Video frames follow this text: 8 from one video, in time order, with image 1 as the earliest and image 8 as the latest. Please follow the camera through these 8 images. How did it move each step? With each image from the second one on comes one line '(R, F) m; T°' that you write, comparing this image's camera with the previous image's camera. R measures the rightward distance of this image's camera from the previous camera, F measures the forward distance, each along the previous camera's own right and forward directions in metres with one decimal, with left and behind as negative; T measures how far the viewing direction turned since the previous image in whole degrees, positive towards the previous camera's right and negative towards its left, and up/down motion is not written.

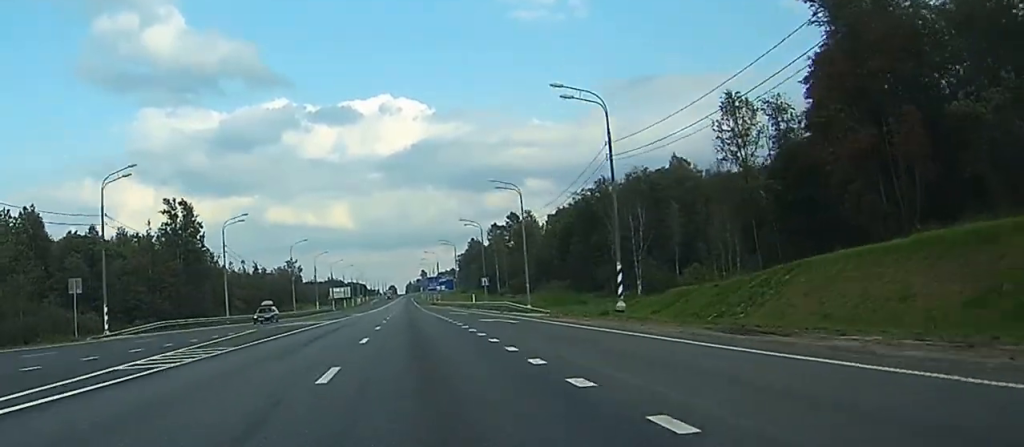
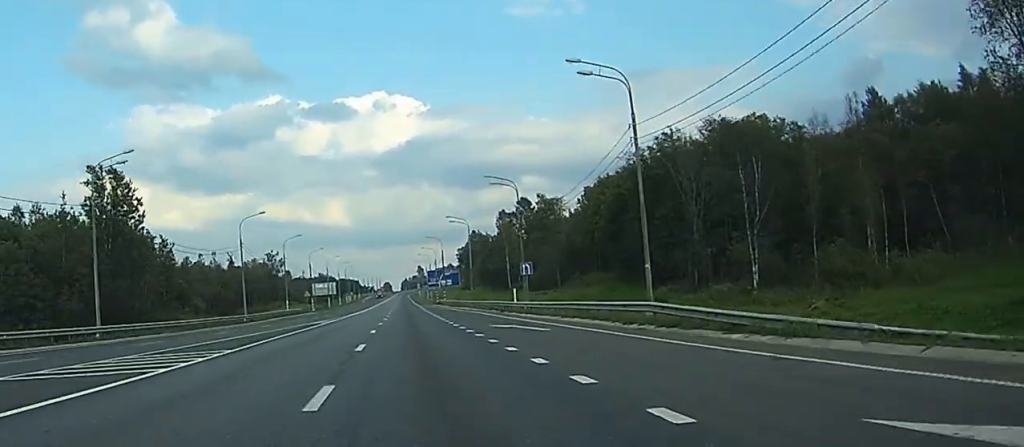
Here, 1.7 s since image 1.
(-2.7, +40.9) m; 0°
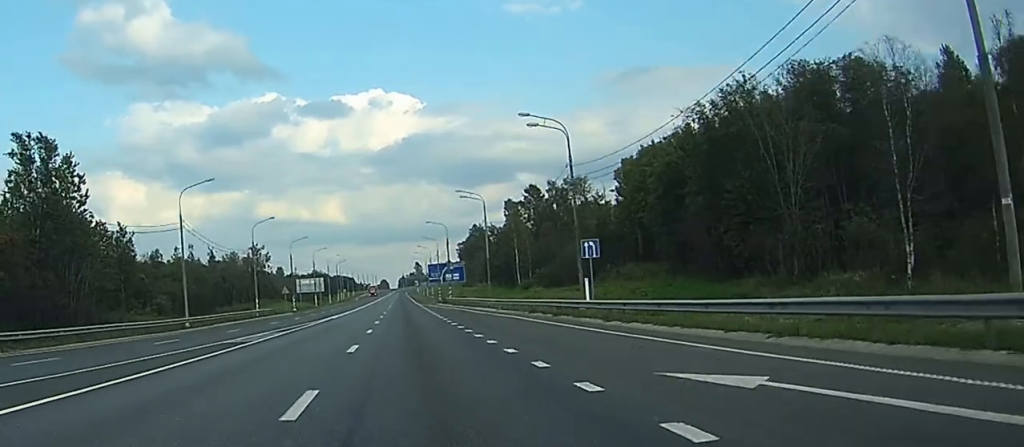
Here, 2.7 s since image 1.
(+0.3, +25.3) m; +1°
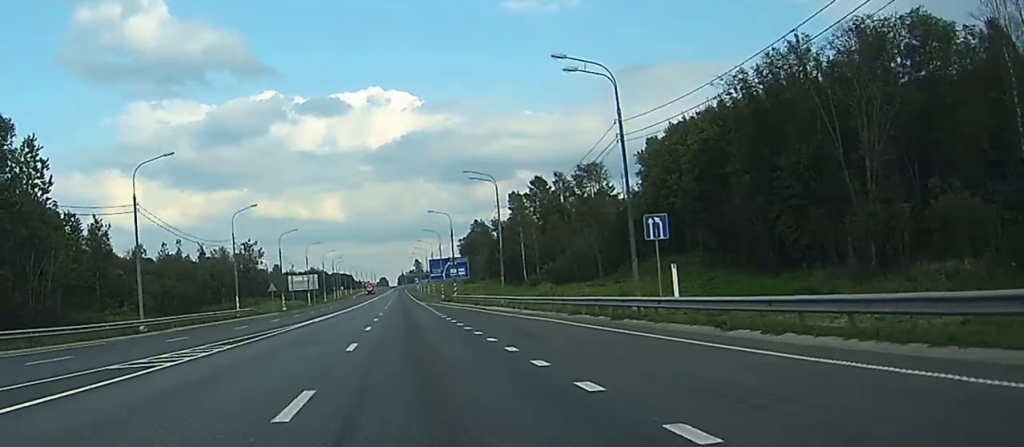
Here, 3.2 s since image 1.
(0.0, +12.2) m; 0°
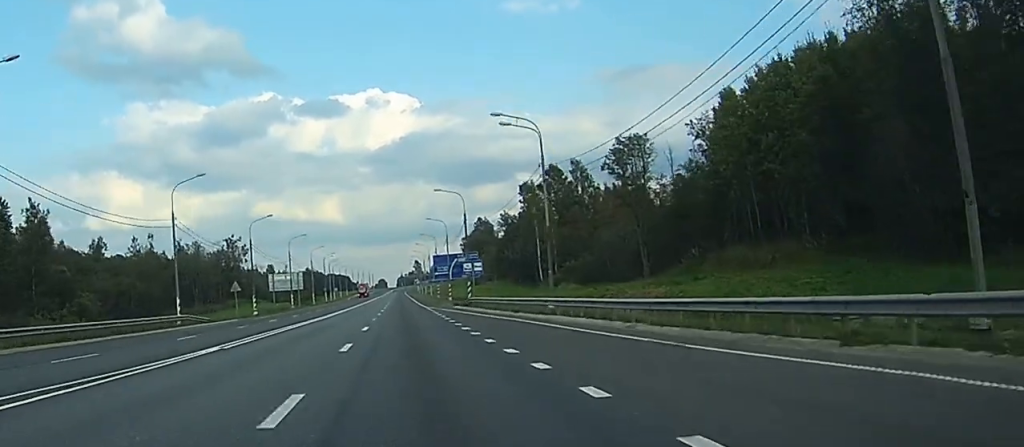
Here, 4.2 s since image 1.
(+0.1, +24.5) m; 0°
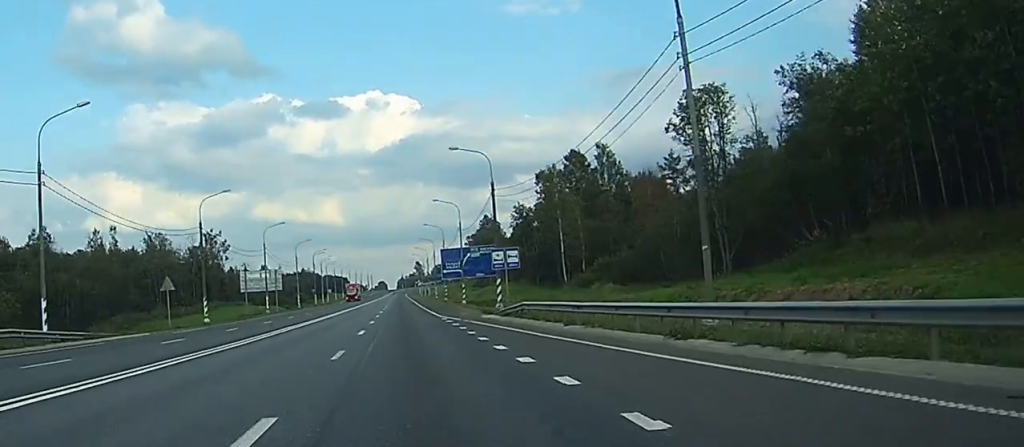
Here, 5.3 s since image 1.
(+0.1, +26.3) m; 0°
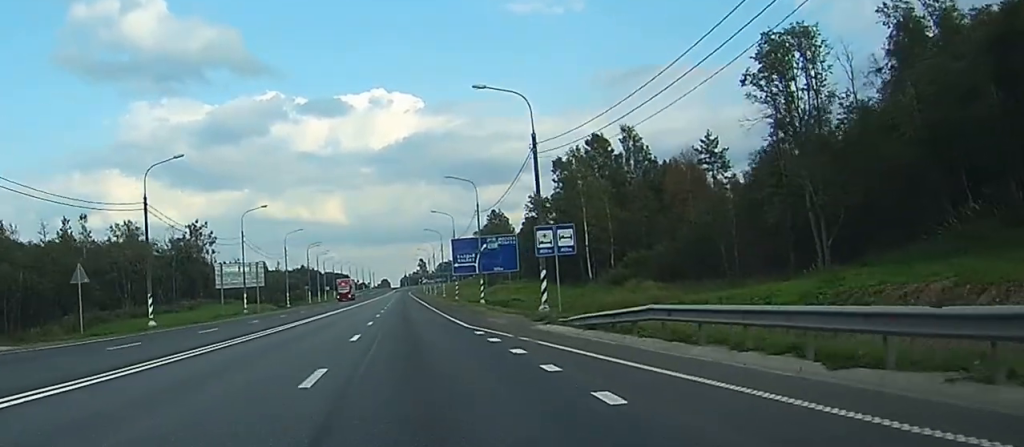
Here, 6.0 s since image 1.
(0.0, +18.2) m; 0°
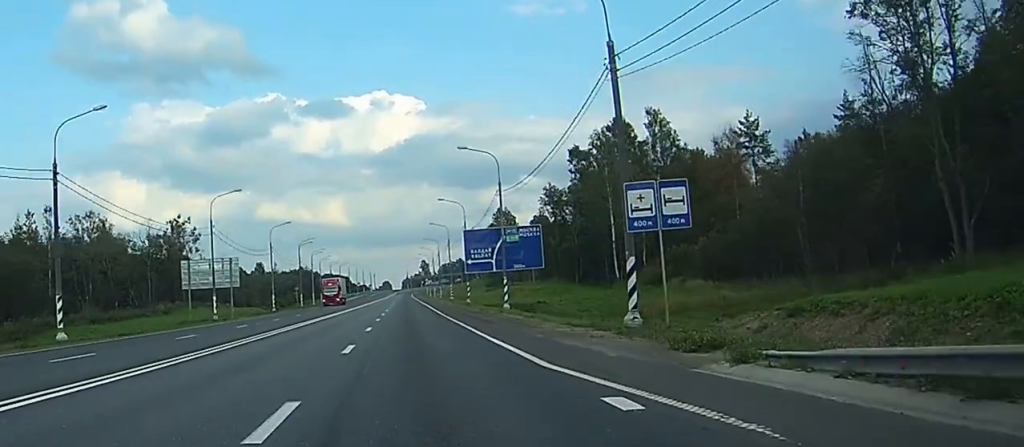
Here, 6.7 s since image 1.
(0.0, +16.6) m; 0°
